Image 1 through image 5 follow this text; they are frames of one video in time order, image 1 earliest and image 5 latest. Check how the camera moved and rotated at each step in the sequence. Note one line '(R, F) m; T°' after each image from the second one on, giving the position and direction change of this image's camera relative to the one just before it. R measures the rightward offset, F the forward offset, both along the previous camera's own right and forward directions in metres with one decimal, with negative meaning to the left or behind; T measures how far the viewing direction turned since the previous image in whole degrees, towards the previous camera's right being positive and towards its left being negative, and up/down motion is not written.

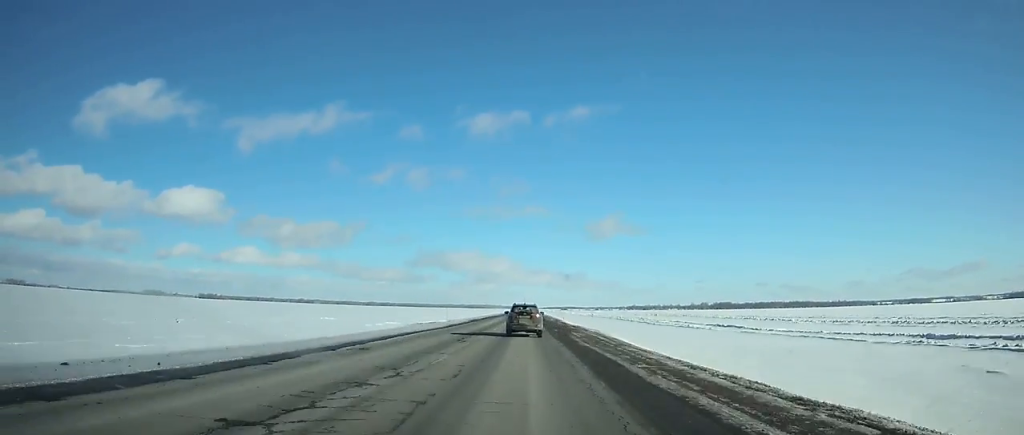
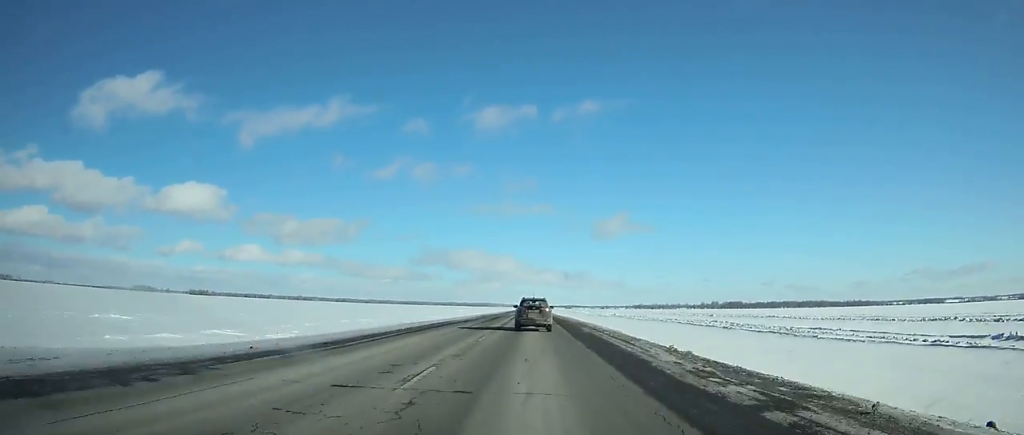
(-0.2, +66.1) m; 0°
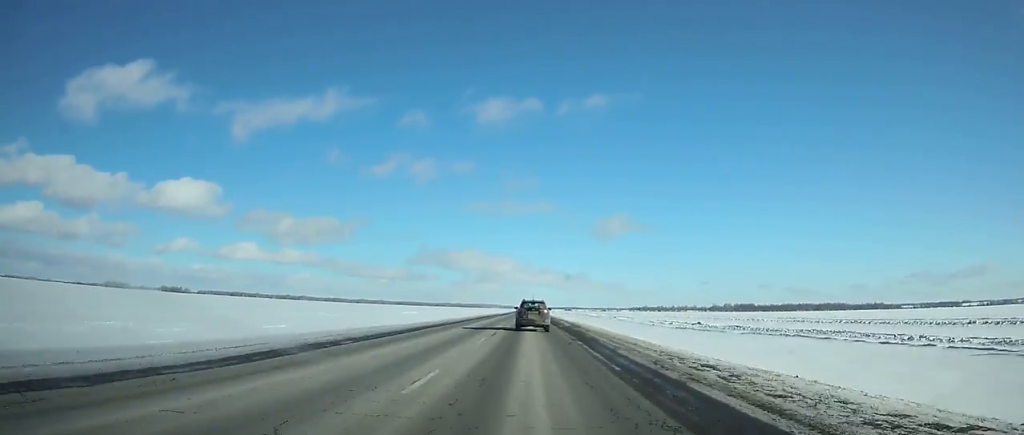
(+0.4, +121.0) m; 0°
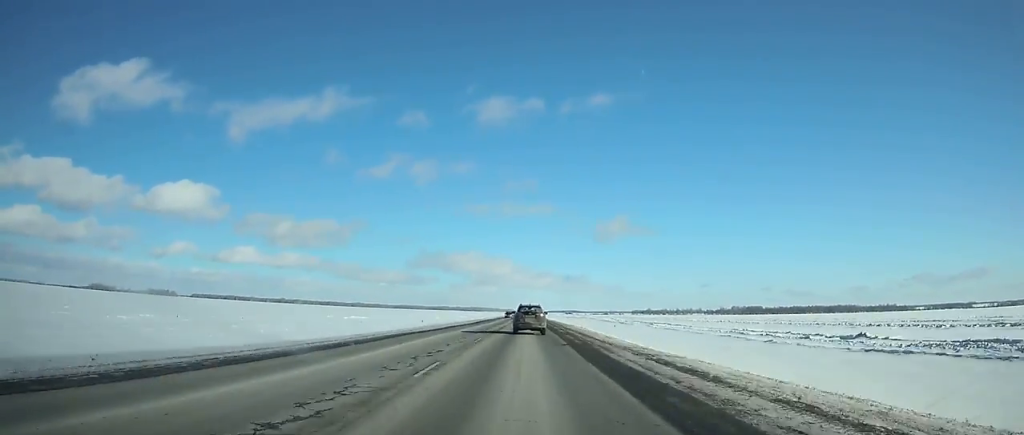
(-0.1, +57.9) m; 0°
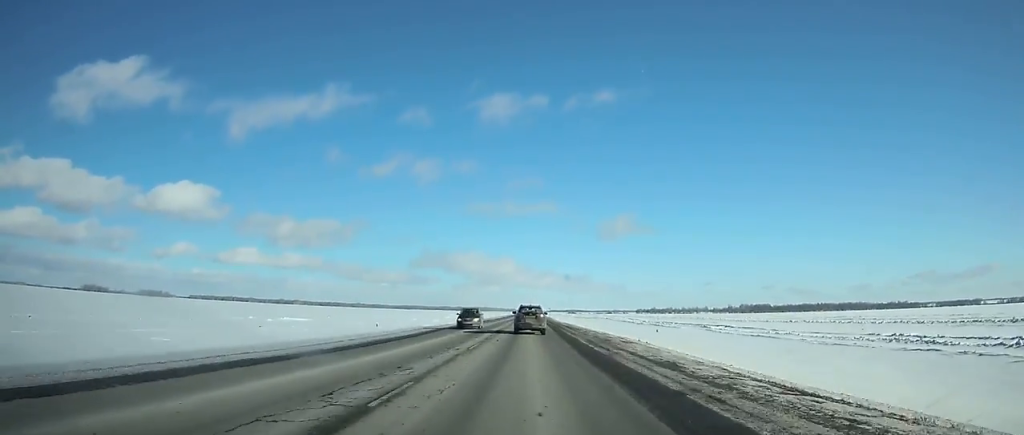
(0.0, +40.7) m; 0°
